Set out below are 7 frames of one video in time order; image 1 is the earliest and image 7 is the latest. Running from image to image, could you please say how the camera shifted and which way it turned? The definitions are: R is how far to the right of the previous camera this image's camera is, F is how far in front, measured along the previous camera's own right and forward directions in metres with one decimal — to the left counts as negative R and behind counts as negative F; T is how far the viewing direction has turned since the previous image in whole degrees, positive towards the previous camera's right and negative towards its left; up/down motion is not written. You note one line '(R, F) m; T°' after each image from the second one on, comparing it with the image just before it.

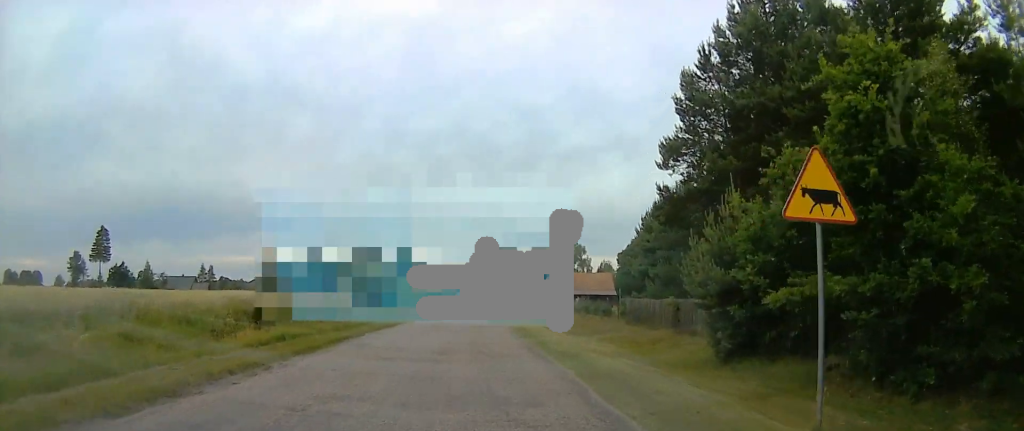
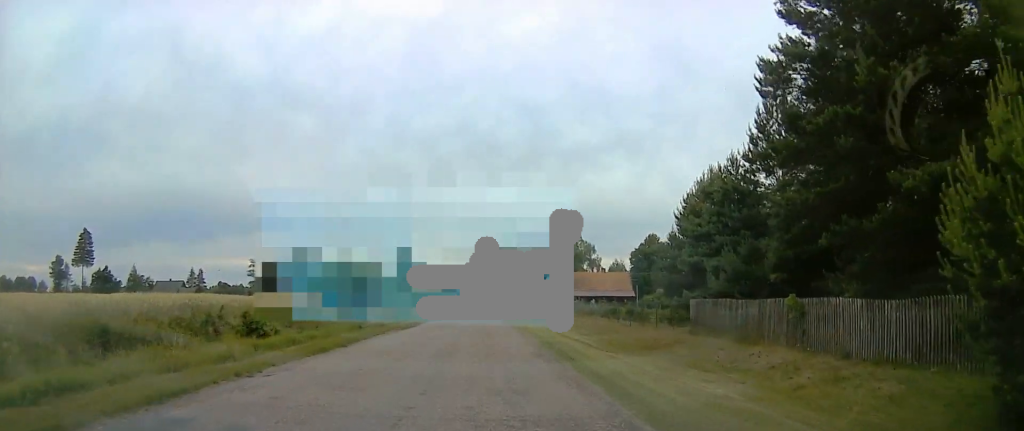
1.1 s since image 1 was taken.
(-0.1, +10.4) m; -1°
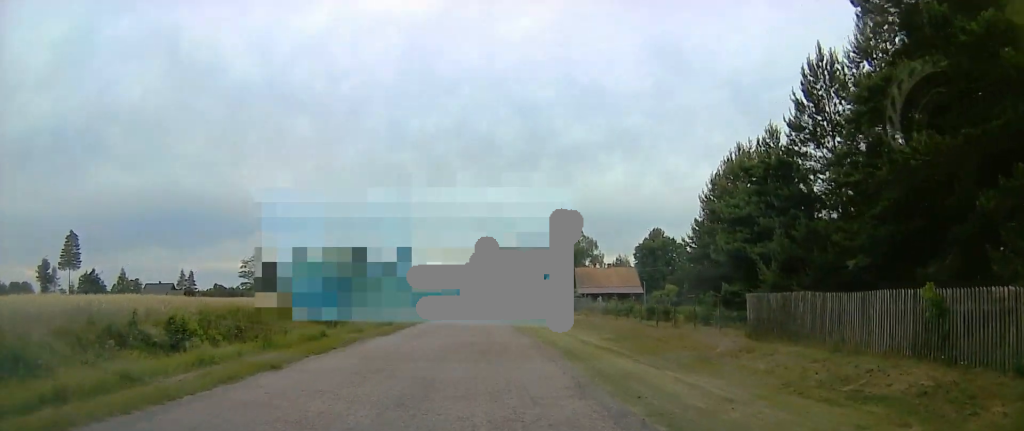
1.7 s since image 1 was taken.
(0.0, +5.4) m; 0°
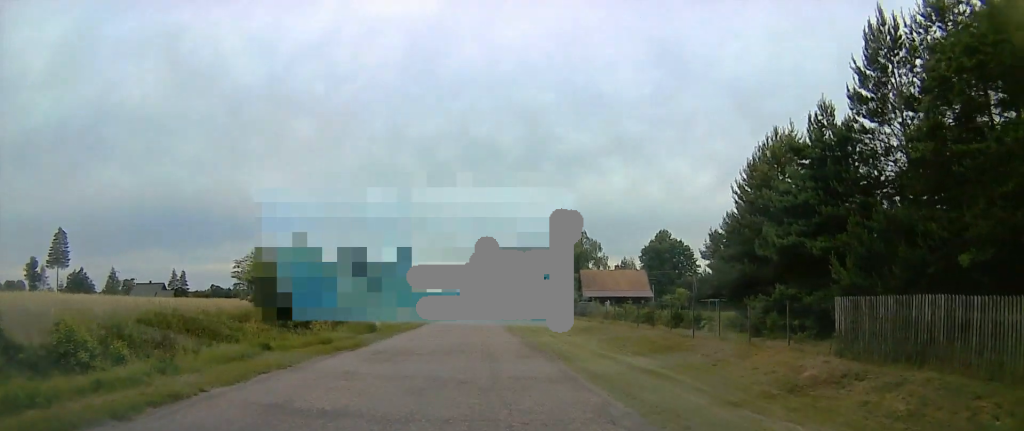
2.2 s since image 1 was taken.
(0.0, +5.0) m; 0°
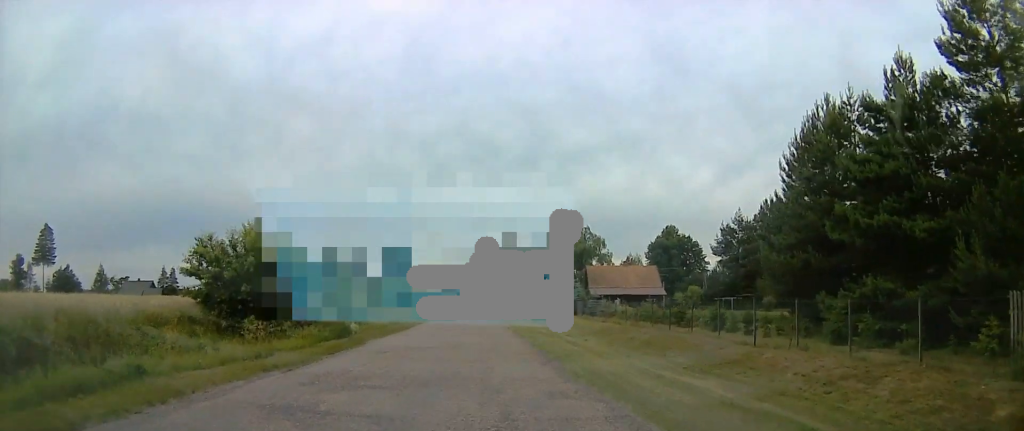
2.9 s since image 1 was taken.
(0.0, +5.2) m; 0°
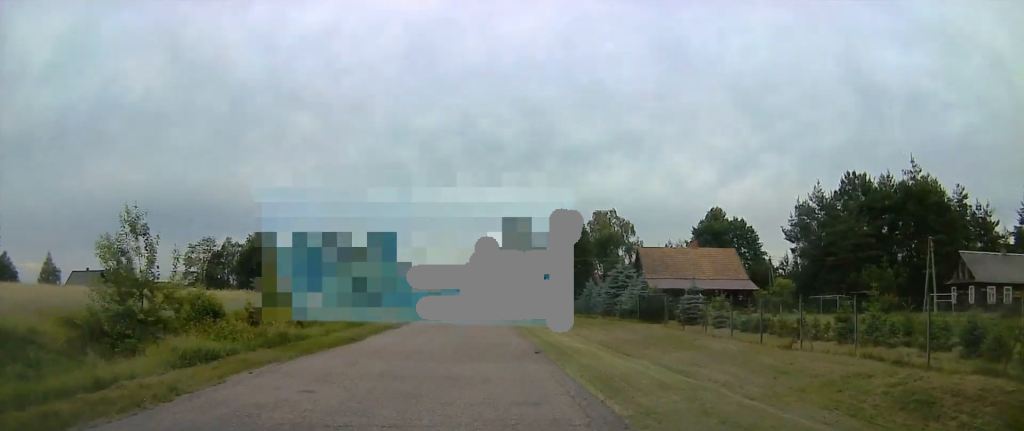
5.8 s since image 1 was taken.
(0.0, +22.7) m; 0°
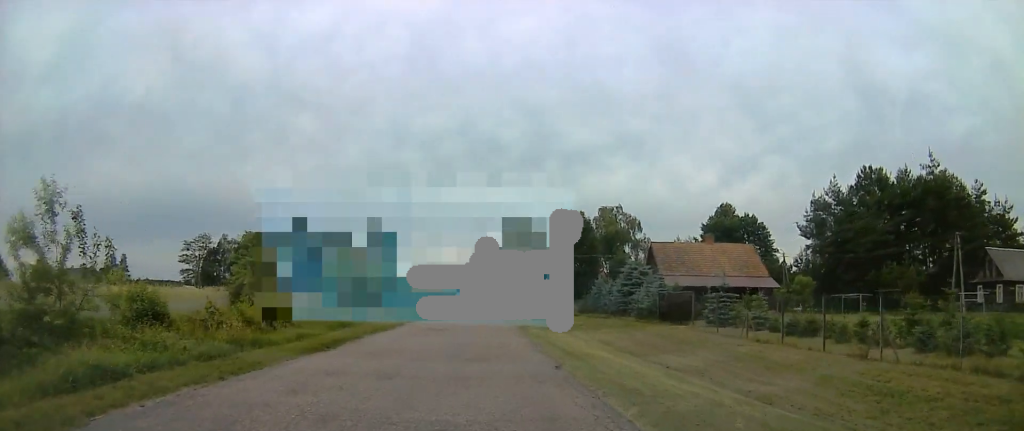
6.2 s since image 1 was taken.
(0.0, +3.4) m; 0°
